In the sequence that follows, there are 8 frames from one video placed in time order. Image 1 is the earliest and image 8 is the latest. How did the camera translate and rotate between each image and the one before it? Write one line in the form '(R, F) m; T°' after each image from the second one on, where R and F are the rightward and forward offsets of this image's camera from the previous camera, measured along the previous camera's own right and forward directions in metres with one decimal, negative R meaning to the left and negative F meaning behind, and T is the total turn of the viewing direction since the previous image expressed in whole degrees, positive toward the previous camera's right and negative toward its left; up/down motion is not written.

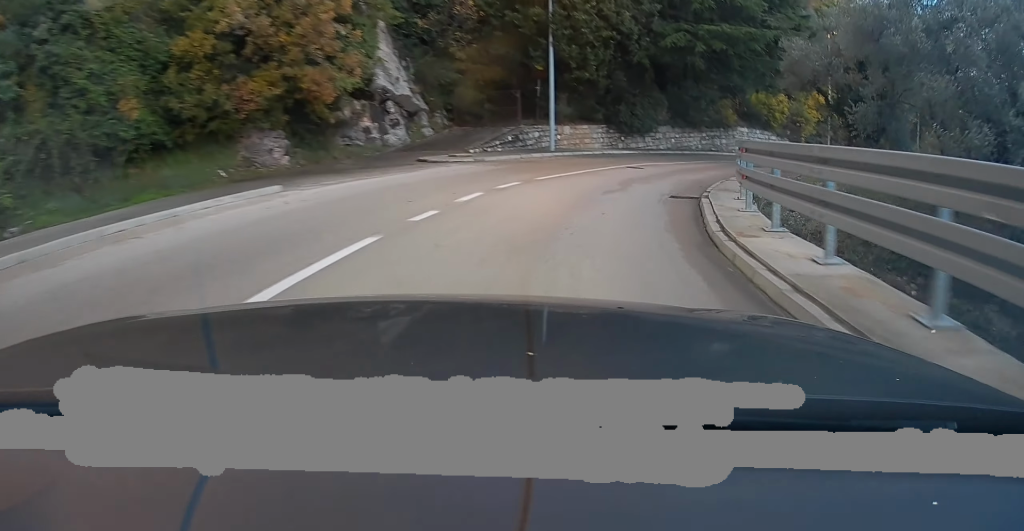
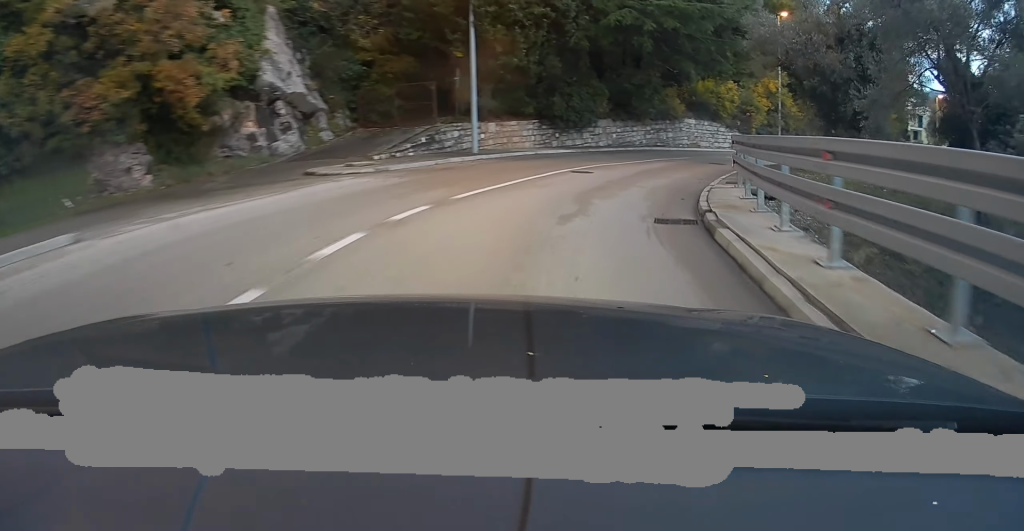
(+0.2, +5.1) m; +6°
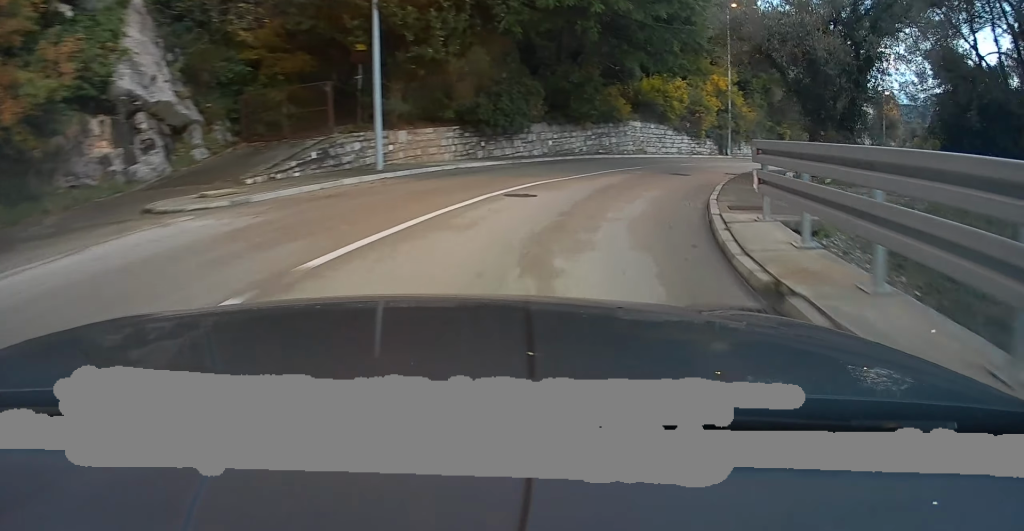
(+0.4, +5.2) m; +5°
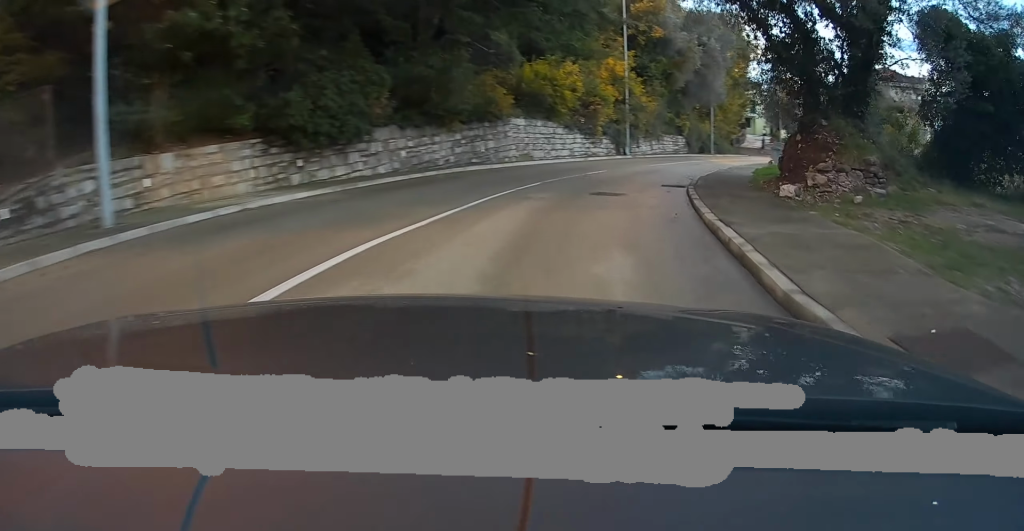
(+0.6, +8.3) m; +8°
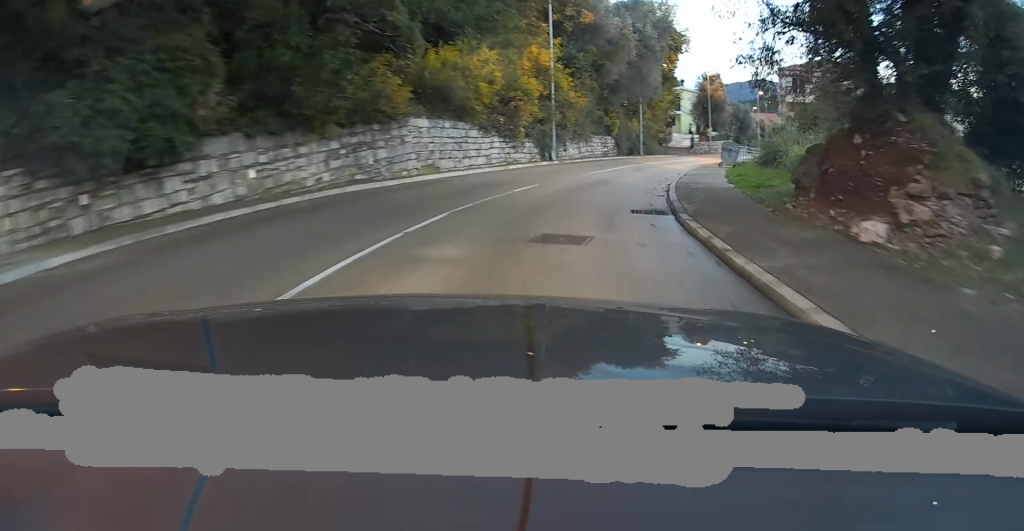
(0.0, +5.8) m; +6°
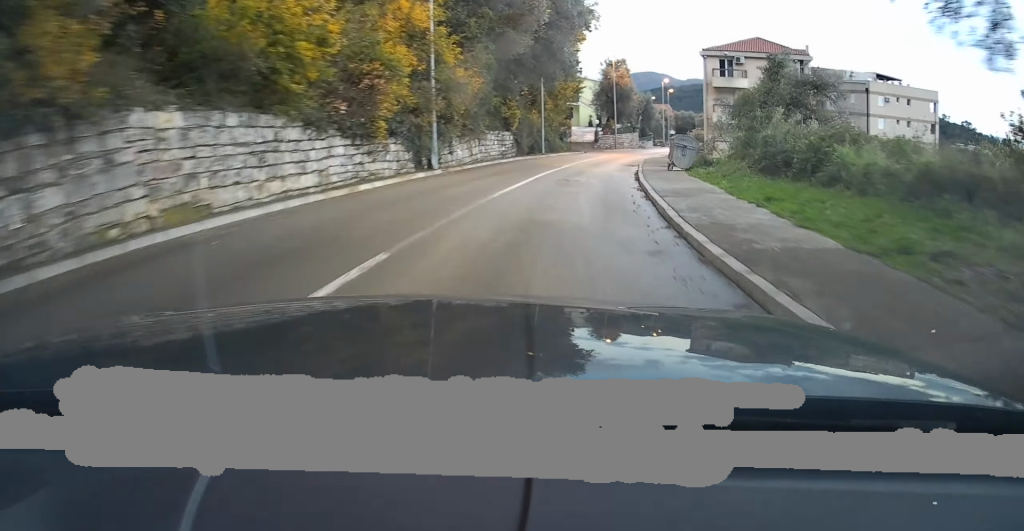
(+1.0, +9.6) m; +7°
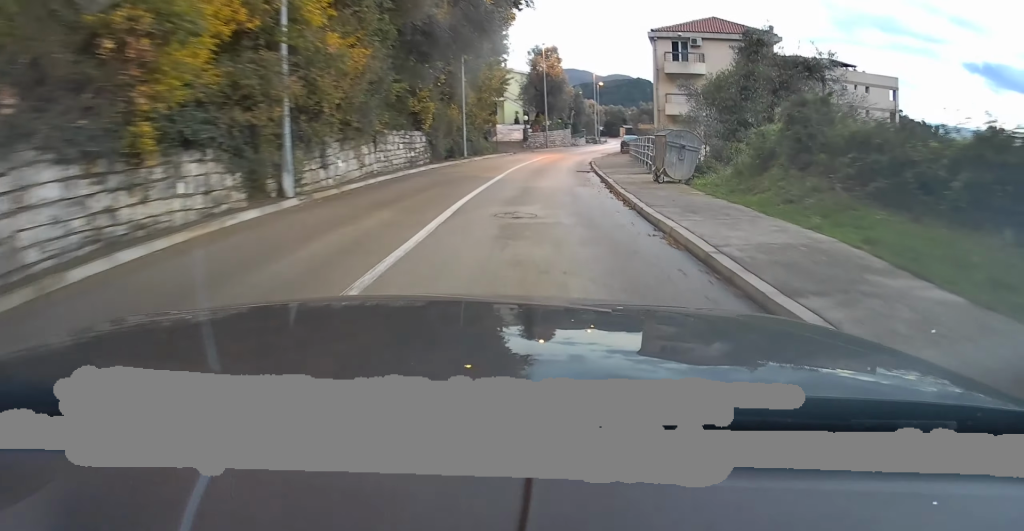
(+0.1, +8.1) m; +4°
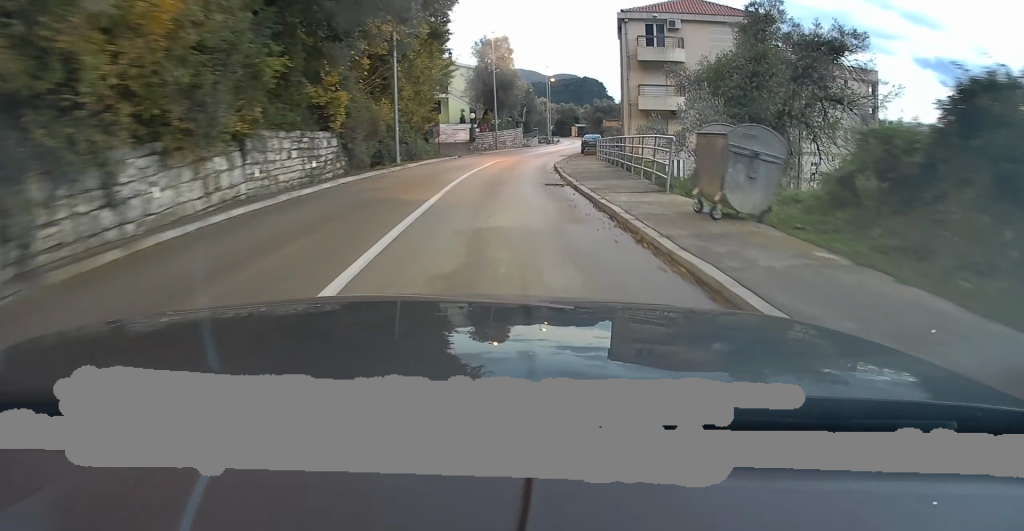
(+0.4, +6.8) m; +3°
